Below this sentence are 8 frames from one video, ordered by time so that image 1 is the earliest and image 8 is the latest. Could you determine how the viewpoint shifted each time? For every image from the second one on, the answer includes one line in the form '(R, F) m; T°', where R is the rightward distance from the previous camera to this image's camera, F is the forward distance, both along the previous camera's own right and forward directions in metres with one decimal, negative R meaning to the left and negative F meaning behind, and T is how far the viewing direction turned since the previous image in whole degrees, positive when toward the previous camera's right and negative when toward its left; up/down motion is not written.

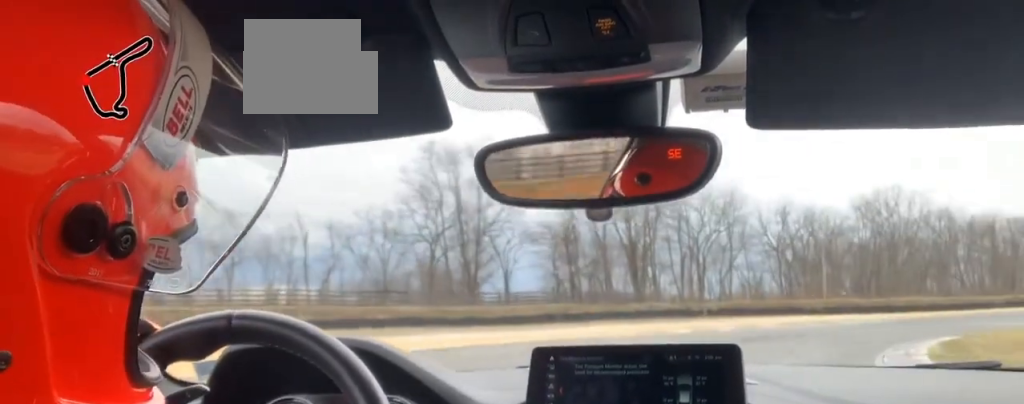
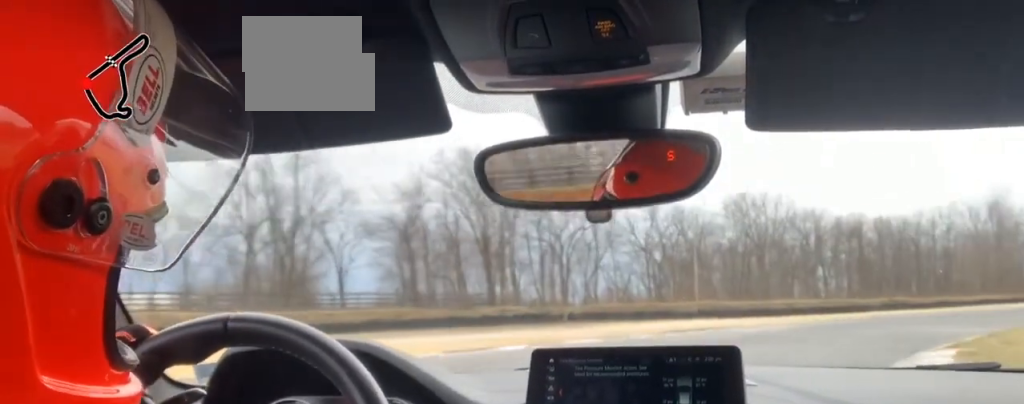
(-0.1, +14.6) m; +1°
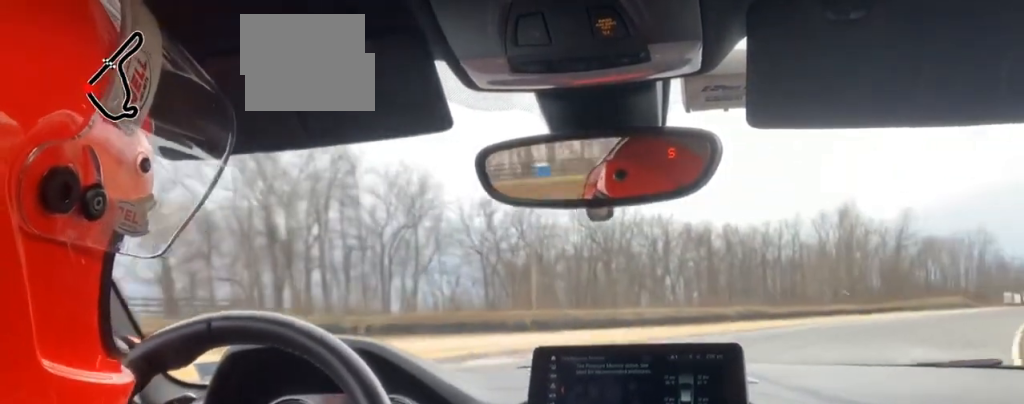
(+0.4, +16.7) m; +9°
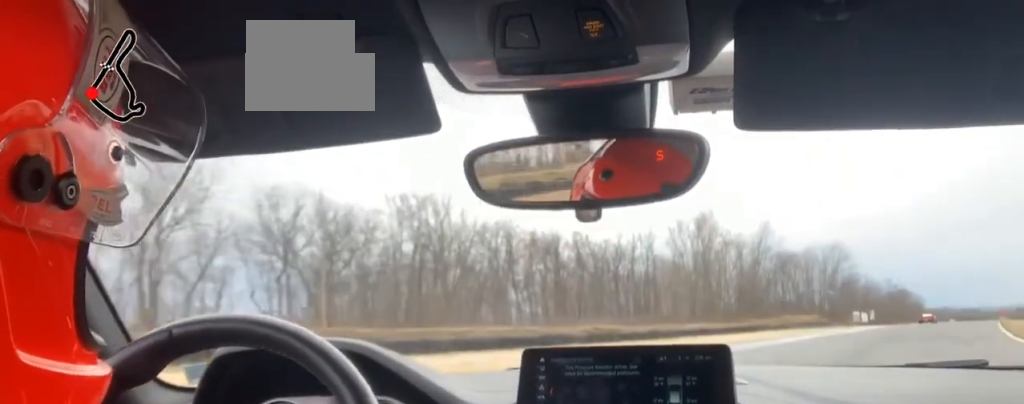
(-0.3, +18.7) m; +10°
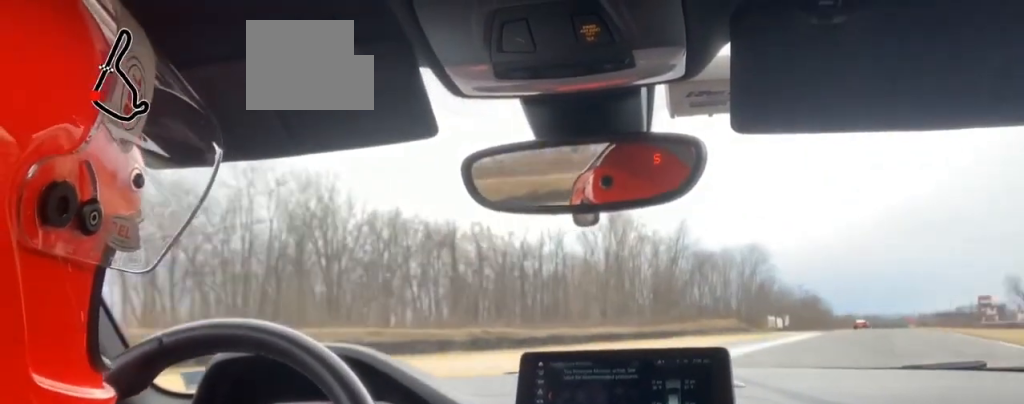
(+3.1, +15.6) m; +9°
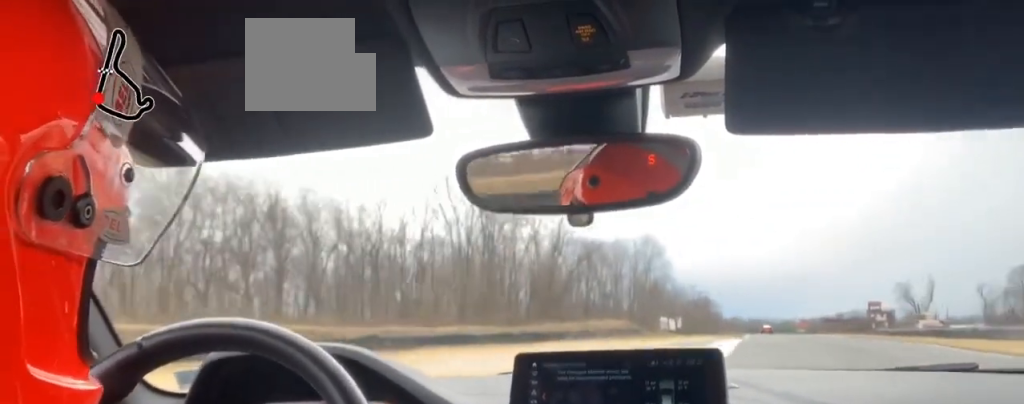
(+2.4, +22.2) m; +9°
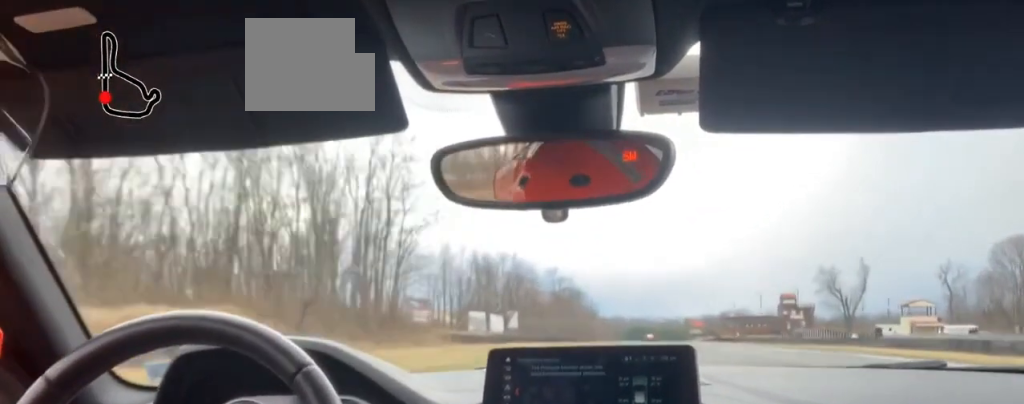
(+10.5, +90.7) m; +8°
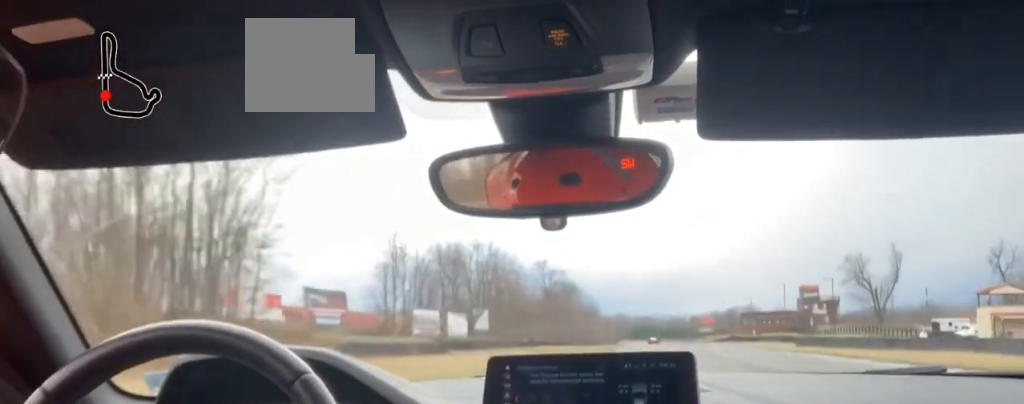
(0.0, +27.4) m; 0°
